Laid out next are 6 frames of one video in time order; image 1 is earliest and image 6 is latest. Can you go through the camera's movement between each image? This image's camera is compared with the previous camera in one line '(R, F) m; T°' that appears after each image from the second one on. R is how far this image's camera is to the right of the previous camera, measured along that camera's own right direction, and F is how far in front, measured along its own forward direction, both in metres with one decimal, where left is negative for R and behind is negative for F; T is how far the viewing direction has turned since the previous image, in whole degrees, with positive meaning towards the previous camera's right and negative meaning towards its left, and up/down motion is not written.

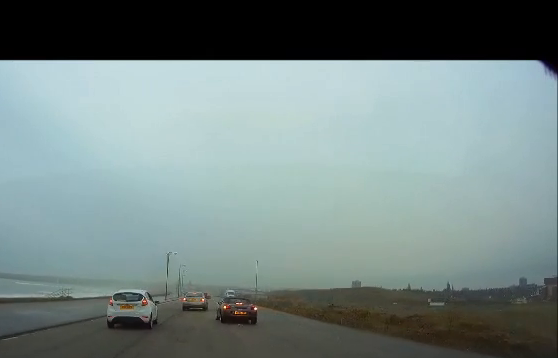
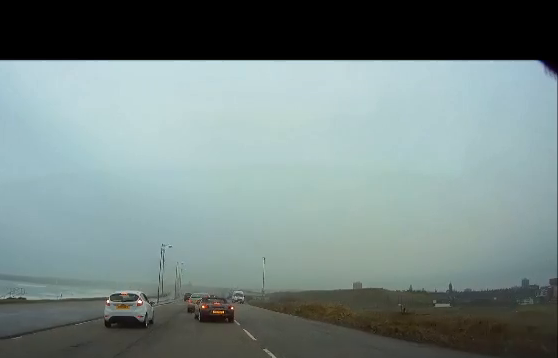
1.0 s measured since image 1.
(-0.1, +12.7) m; 0°
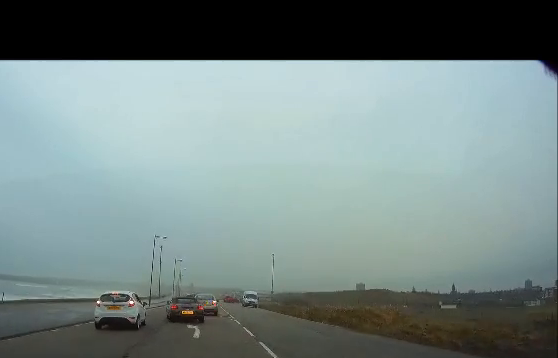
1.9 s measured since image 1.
(0.0, +10.8) m; 0°
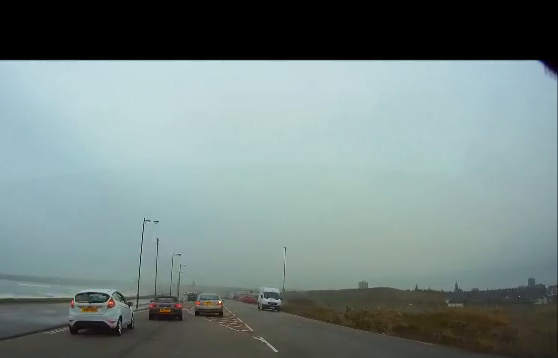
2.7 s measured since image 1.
(0.0, +10.5) m; 0°
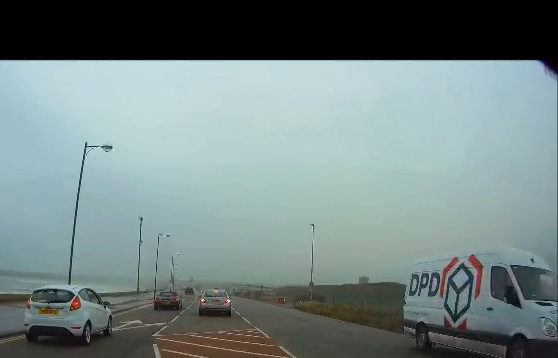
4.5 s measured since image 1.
(0.0, +20.1) m; +1°
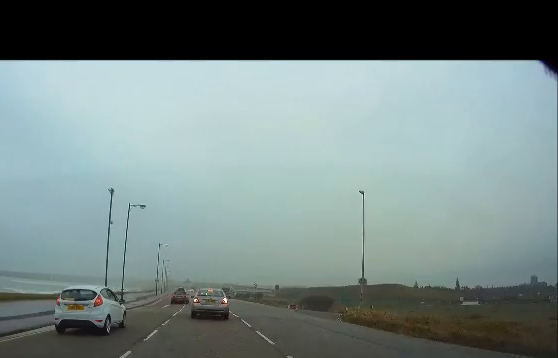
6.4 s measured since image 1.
(+0.1, +18.5) m; 0°
